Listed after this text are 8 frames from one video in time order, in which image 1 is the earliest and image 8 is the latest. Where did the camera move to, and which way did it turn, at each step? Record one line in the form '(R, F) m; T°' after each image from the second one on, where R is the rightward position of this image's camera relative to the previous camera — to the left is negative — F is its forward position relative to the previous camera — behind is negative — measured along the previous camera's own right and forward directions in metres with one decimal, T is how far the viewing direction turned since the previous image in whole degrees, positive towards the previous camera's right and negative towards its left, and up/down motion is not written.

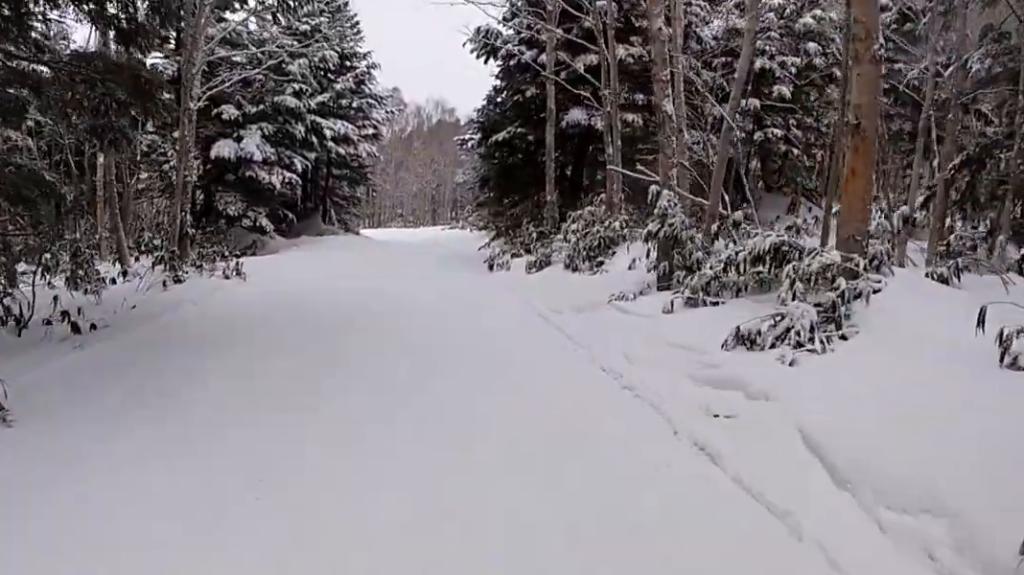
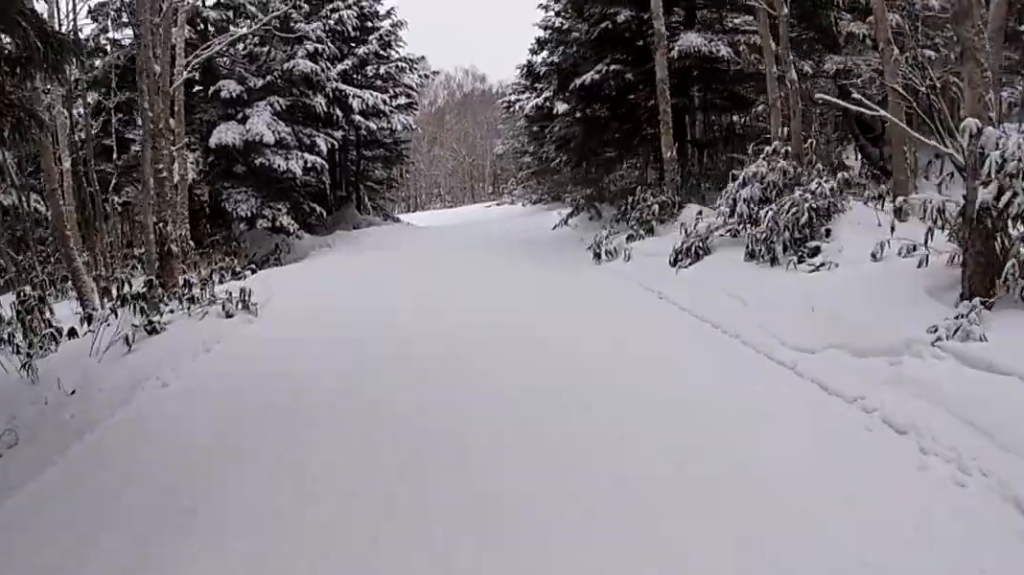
(0.0, +4.6) m; -7°
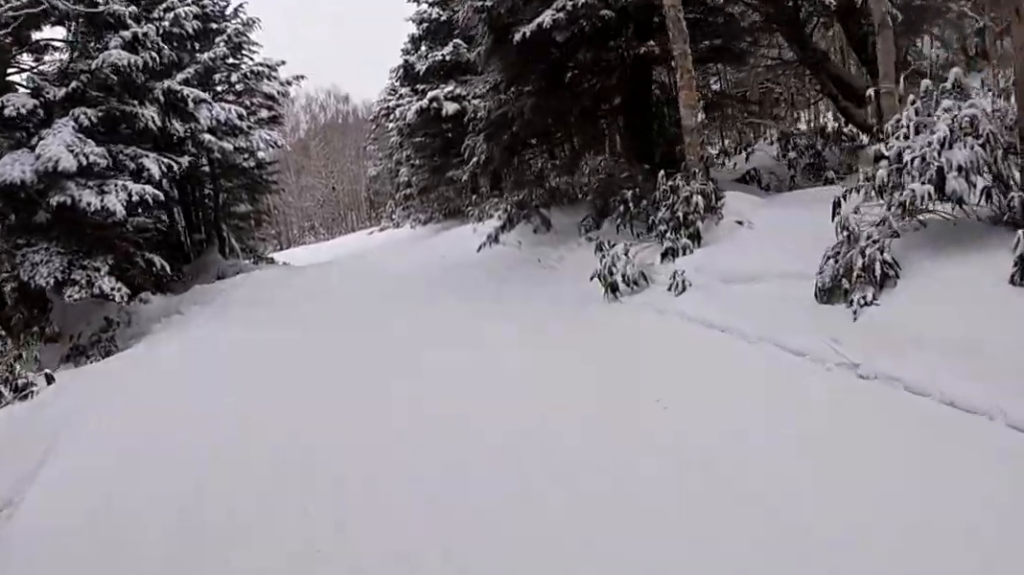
(-0.6, +4.9) m; +5°
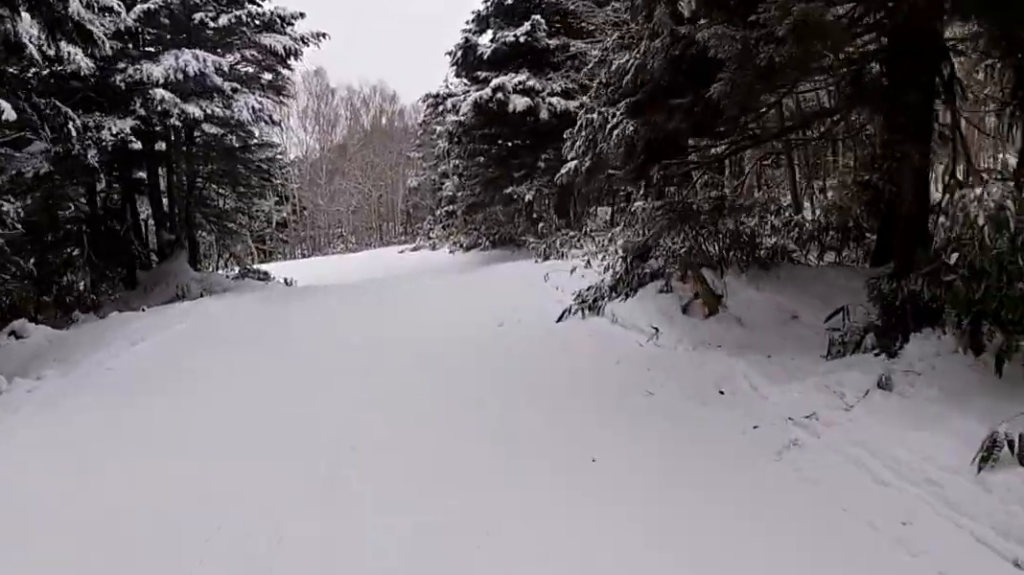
(+1.3, +6.1) m; +16°
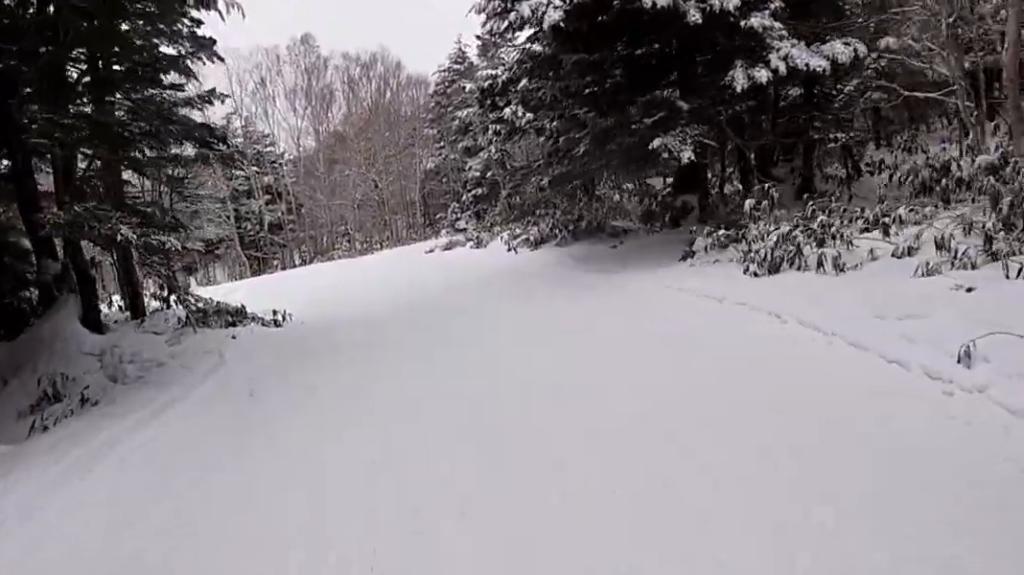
(-1.6, +8.7) m; -24°
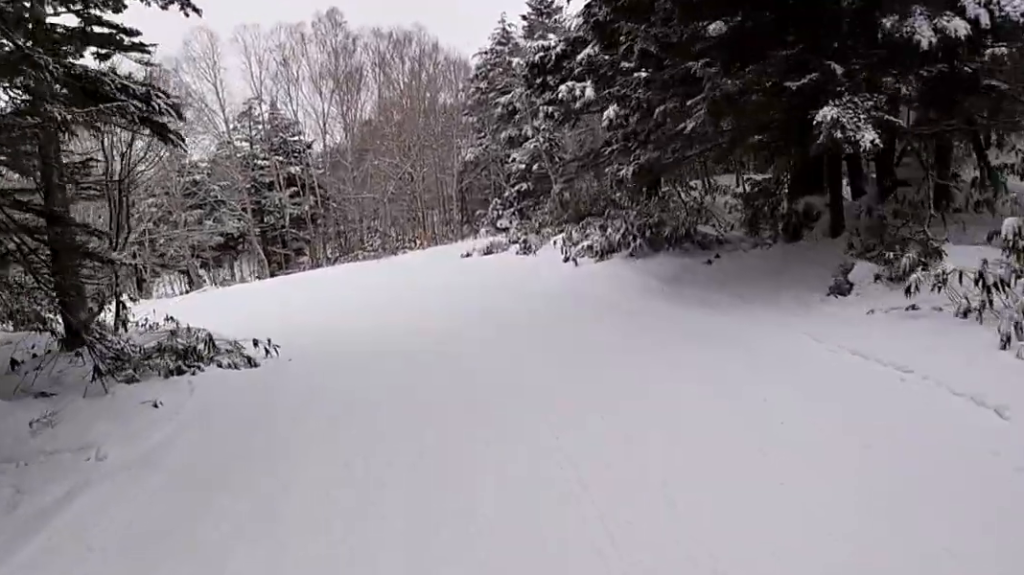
(-0.6, +4.7) m; -7°
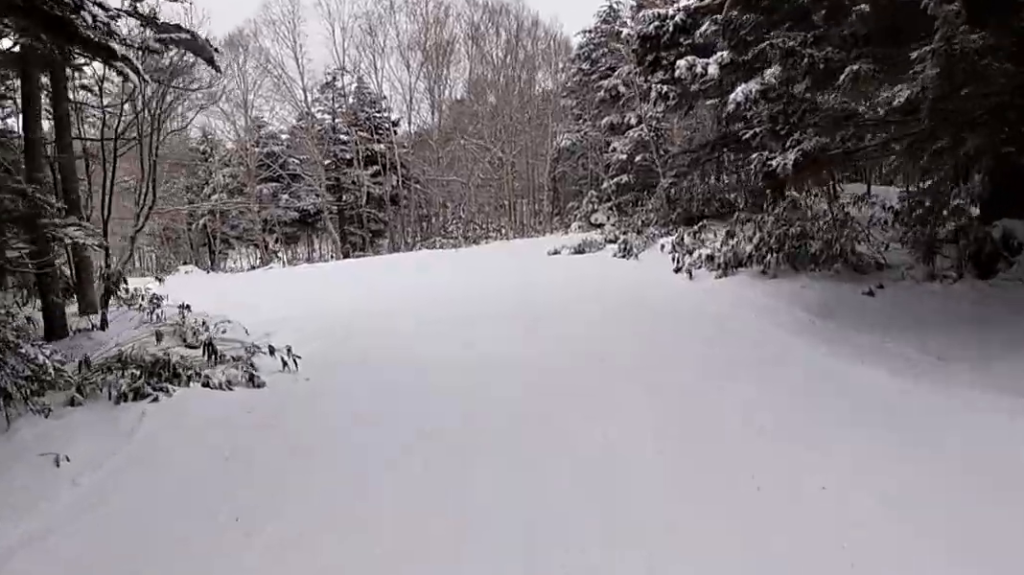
(0.0, +3.3) m; 0°
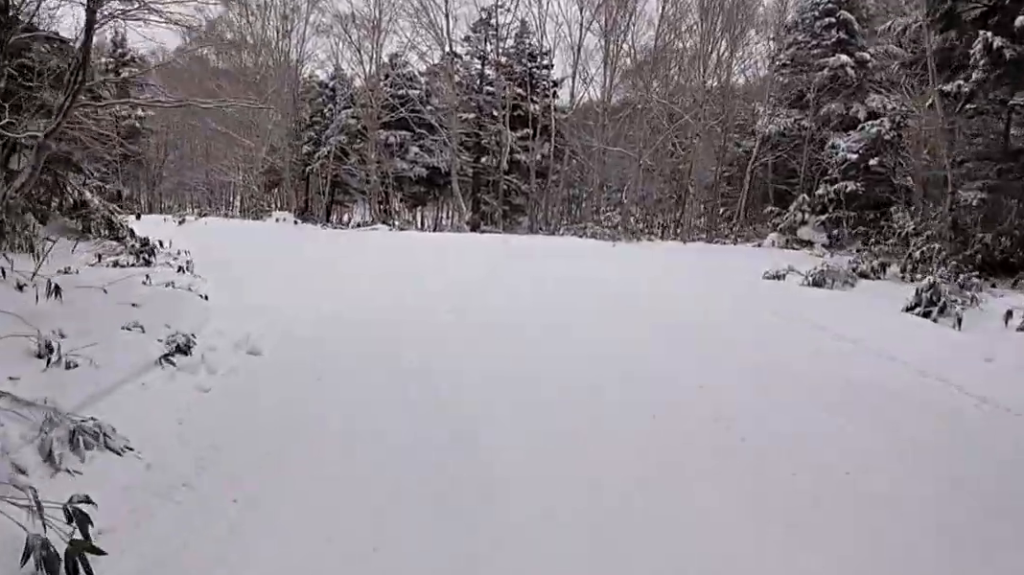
(0.0, +7.7) m; -13°
